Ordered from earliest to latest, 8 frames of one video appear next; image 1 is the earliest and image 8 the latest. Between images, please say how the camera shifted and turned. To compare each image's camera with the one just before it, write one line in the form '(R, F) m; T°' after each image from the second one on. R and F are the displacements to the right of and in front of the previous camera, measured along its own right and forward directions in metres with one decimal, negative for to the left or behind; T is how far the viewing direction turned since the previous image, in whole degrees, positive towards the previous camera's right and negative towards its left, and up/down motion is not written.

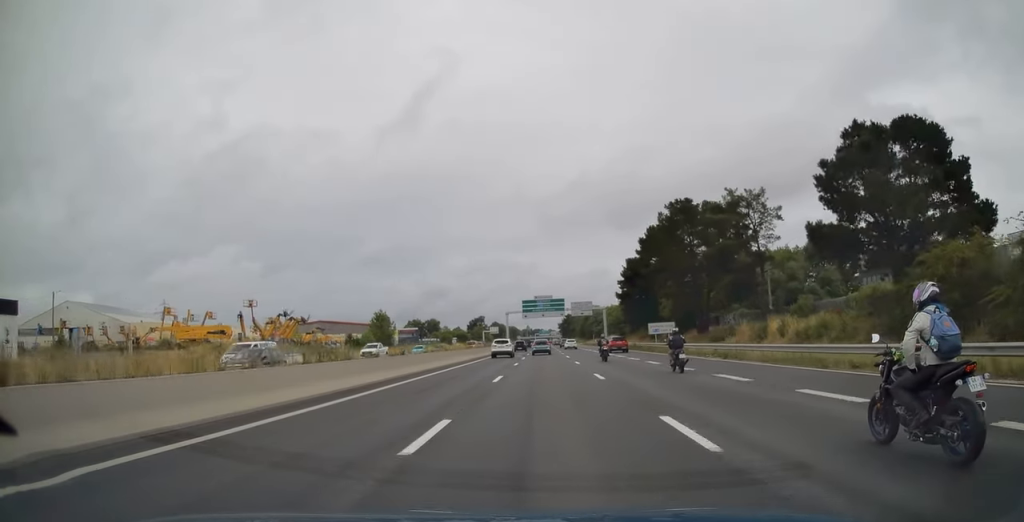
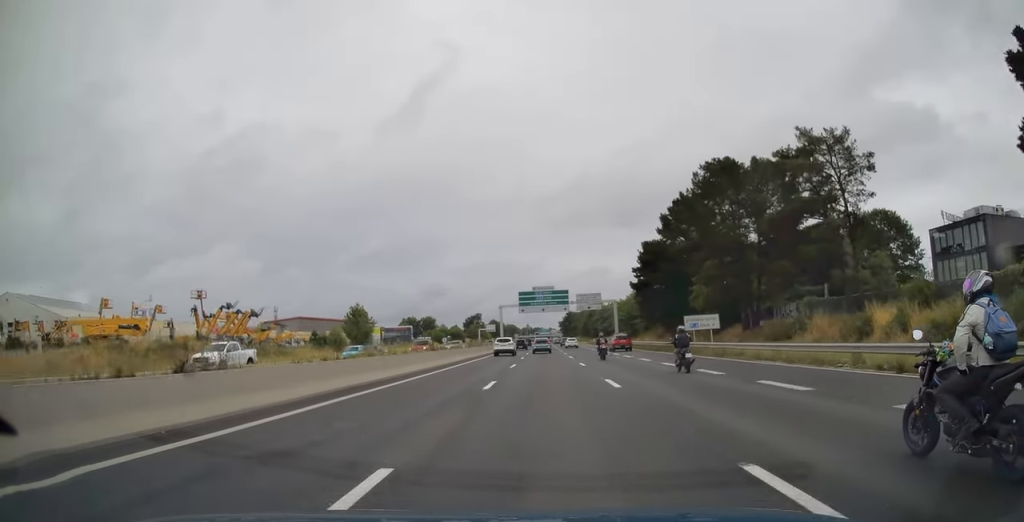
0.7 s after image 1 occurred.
(0.0, +17.1) m; 0°
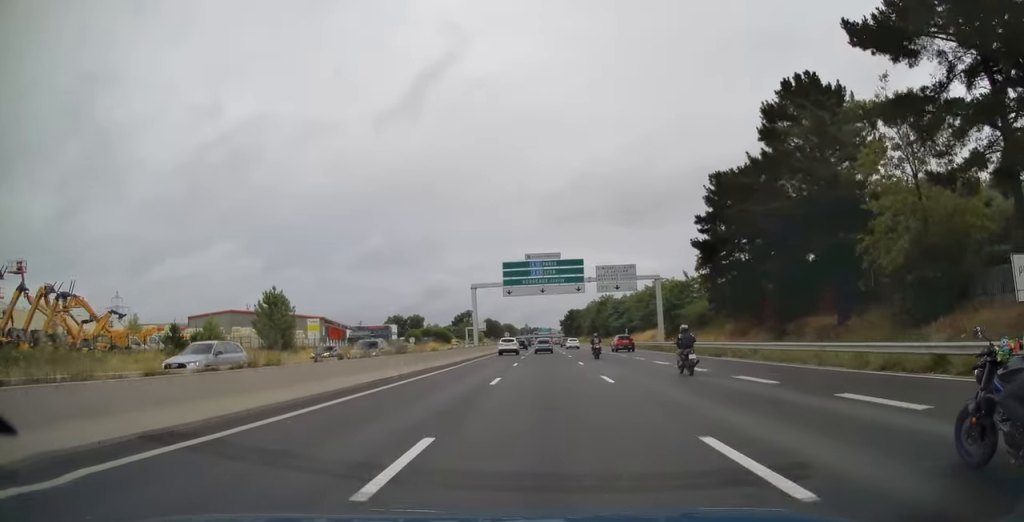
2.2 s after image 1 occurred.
(-0.1, +37.5) m; 0°
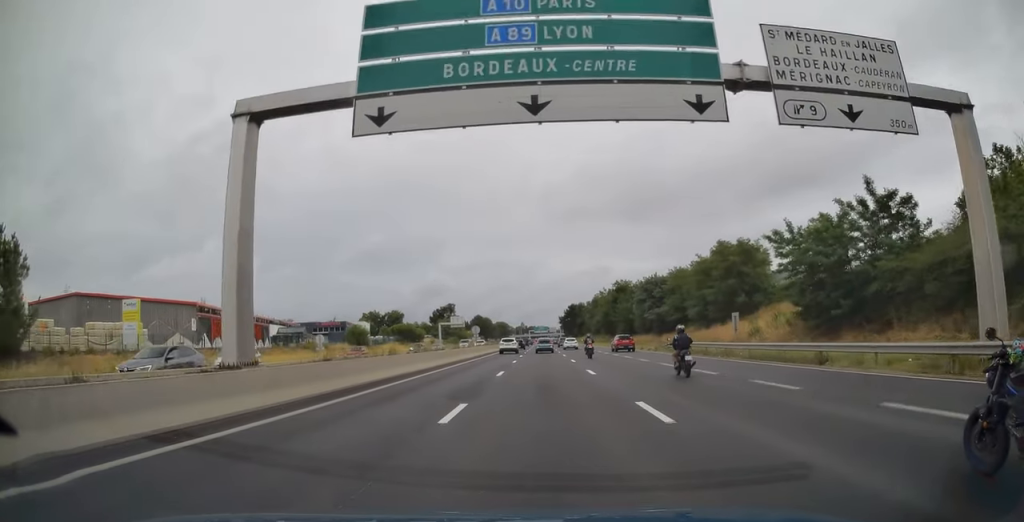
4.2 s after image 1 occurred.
(+0.1, +47.9) m; 0°
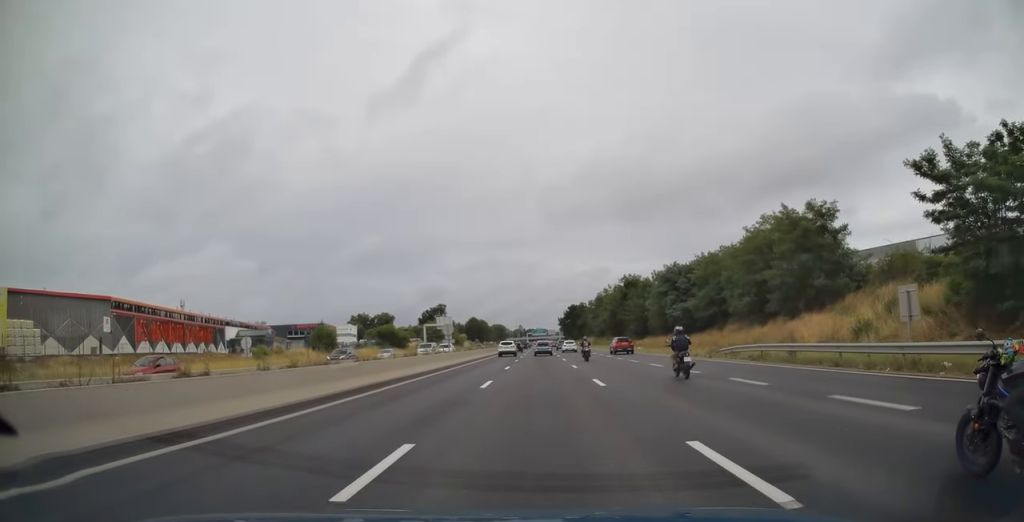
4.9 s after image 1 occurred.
(0.0, +17.9) m; 0°
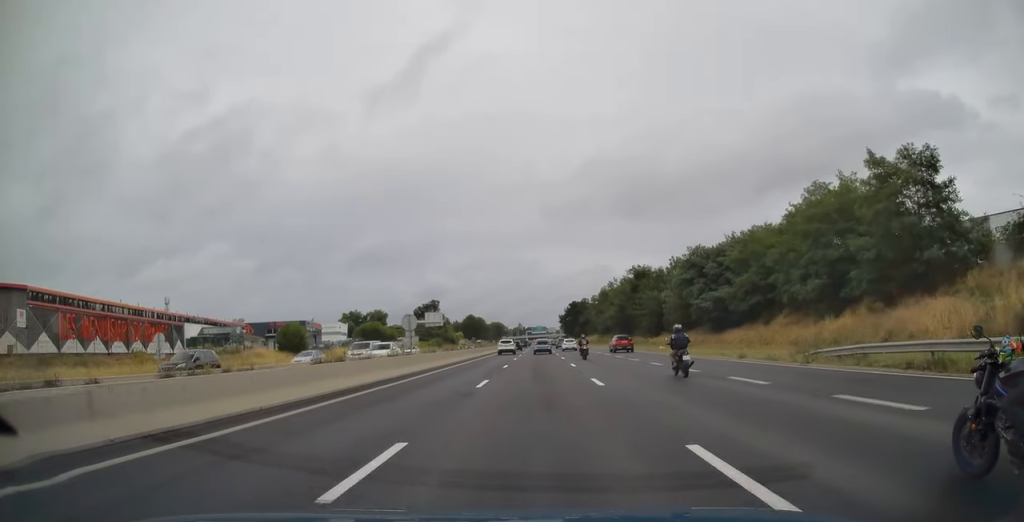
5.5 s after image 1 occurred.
(0.0, +13.4) m; 0°
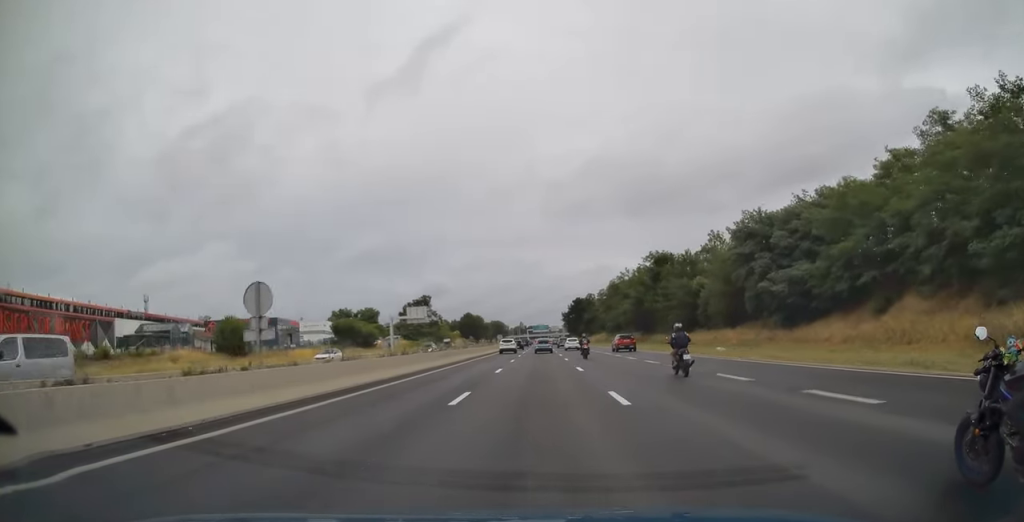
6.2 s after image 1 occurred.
(0.0, +18.3) m; 0°
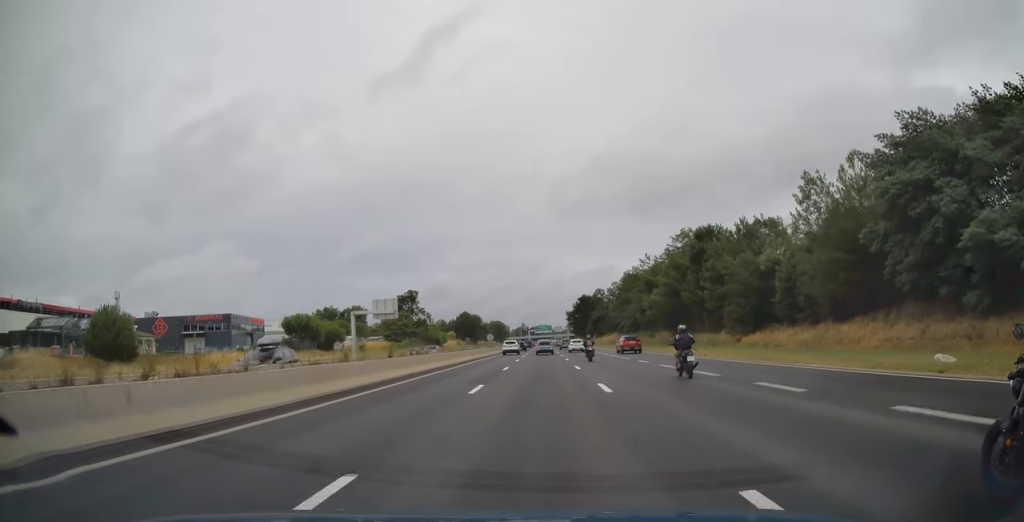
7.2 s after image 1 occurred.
(+0.1, +22.9) m; 0°
